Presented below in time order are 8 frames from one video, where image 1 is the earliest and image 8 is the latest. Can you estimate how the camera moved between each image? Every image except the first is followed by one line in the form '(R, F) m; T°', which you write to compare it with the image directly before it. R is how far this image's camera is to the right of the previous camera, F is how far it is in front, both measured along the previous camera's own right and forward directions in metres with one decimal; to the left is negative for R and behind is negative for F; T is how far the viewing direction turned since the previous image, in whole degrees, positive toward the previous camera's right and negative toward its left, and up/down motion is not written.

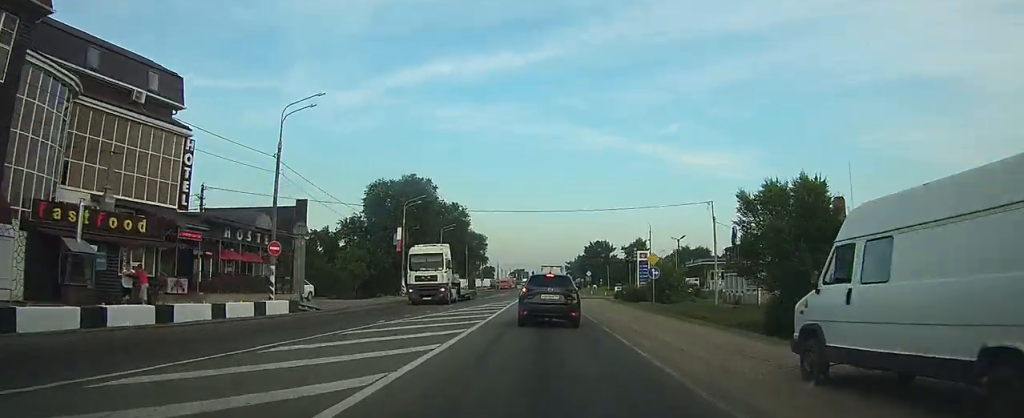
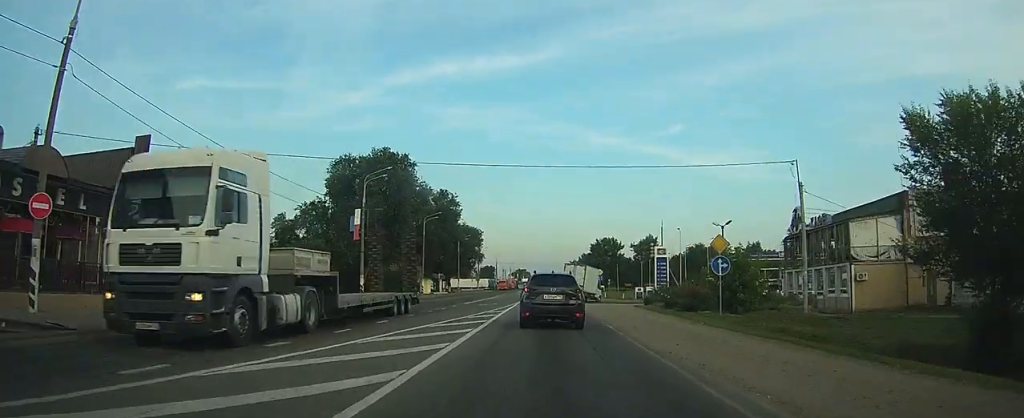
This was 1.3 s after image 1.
(0.0, +16.0) m; 0°
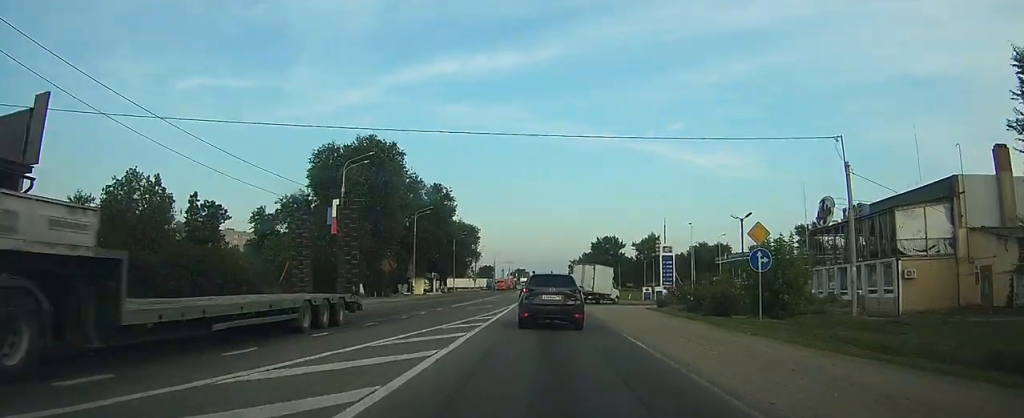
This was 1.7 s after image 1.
(0.0, +5.4) m; 0°
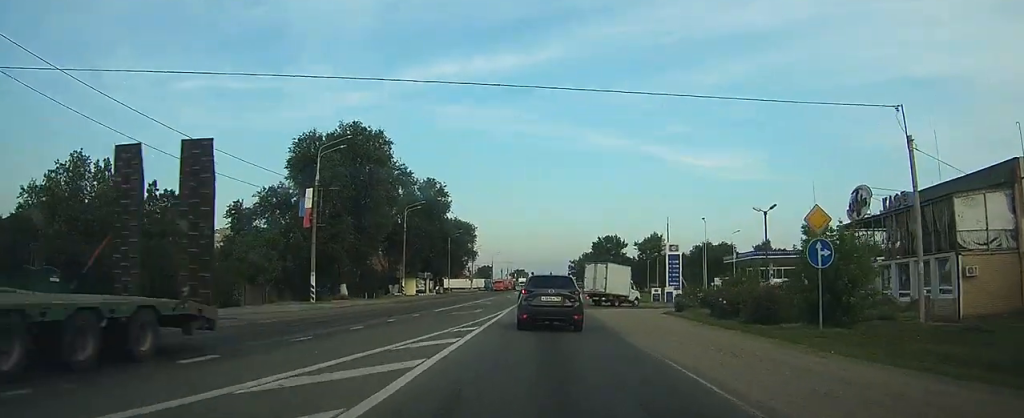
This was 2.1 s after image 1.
(0.0, +5.4) m; 0°
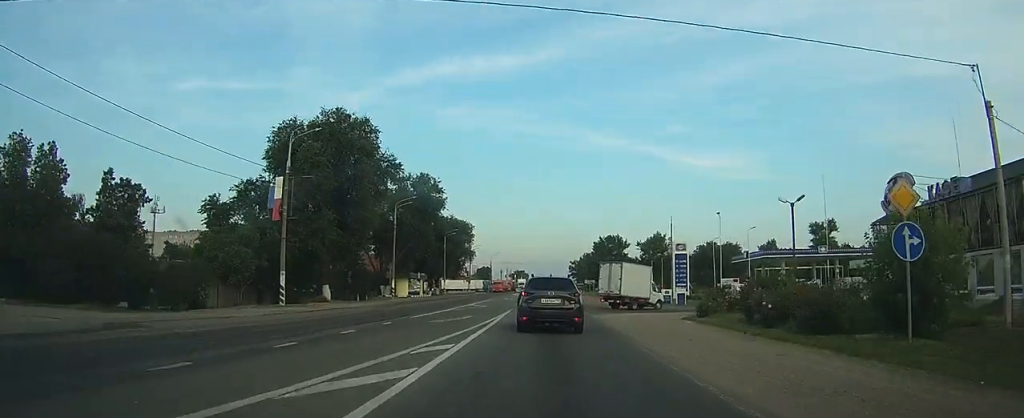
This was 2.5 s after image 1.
(0.0, +5.0) m; 0°
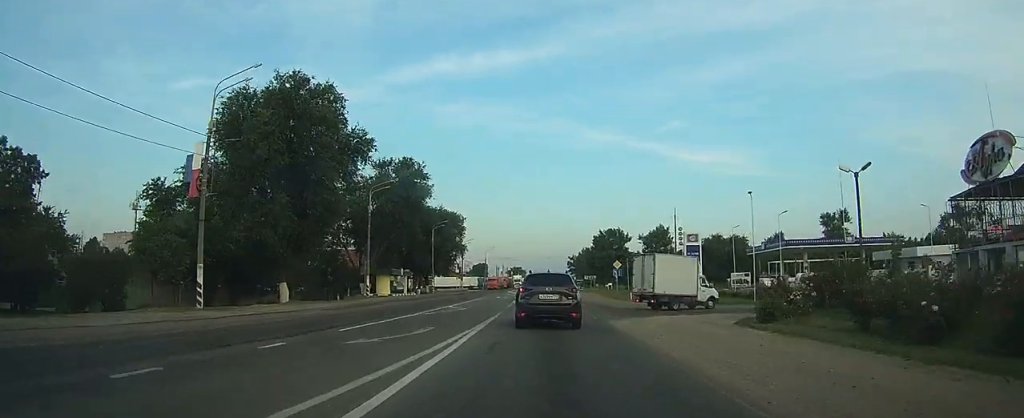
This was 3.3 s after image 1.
(+0.1, +9.1) m; +1°
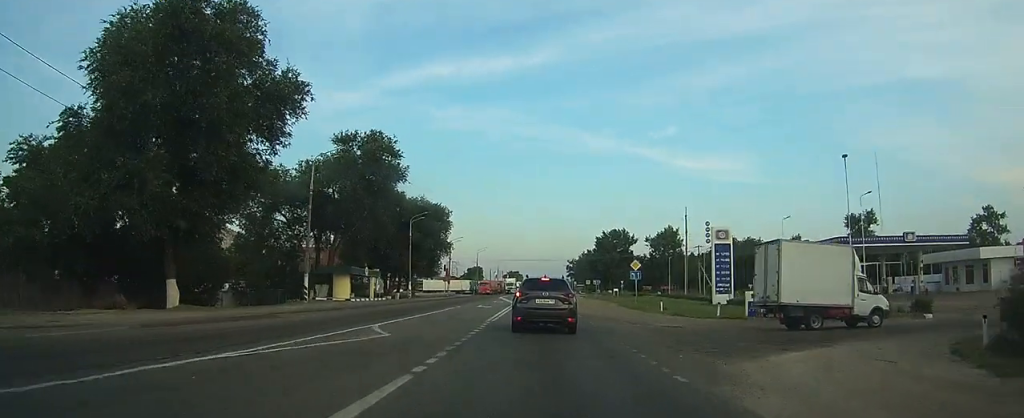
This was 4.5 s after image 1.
(+0.1, +14.8) m; 0°
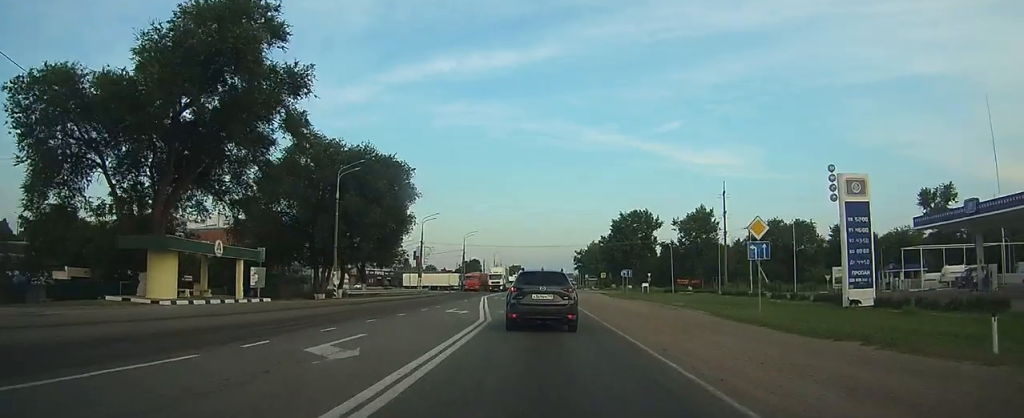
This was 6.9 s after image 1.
(-0.2, +29.9) m; 0°
